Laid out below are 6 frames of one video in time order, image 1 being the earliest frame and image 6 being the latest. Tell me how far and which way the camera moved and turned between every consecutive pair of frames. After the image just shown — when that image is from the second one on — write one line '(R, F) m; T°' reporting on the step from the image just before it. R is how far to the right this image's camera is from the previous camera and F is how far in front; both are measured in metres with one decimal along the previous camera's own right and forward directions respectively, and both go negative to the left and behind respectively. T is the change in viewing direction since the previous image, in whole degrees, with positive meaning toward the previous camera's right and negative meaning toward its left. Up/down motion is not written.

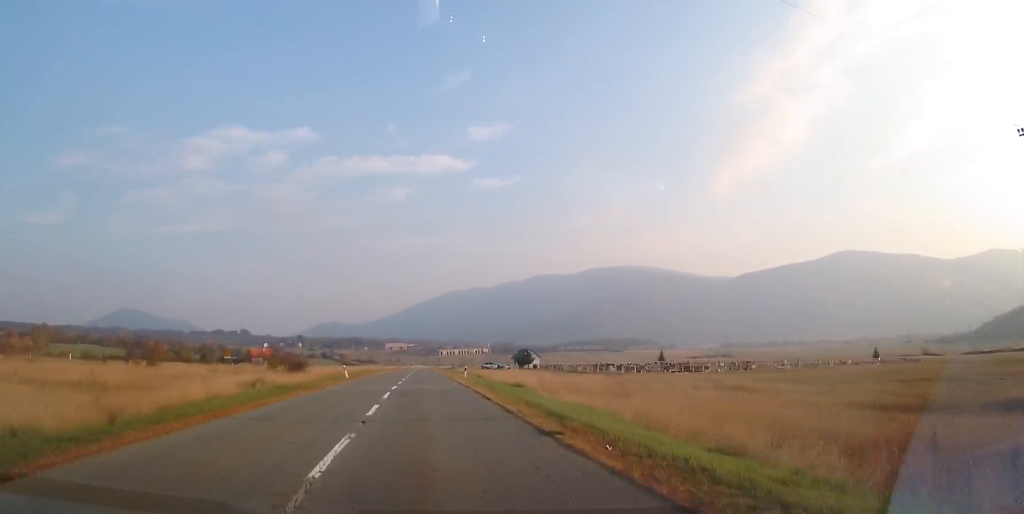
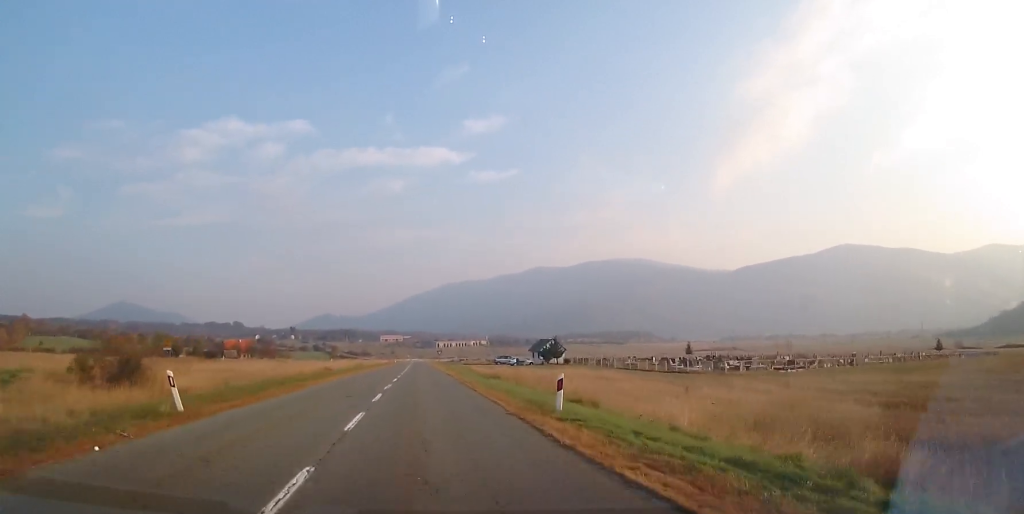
(-0.1, +30.0) m; +1°
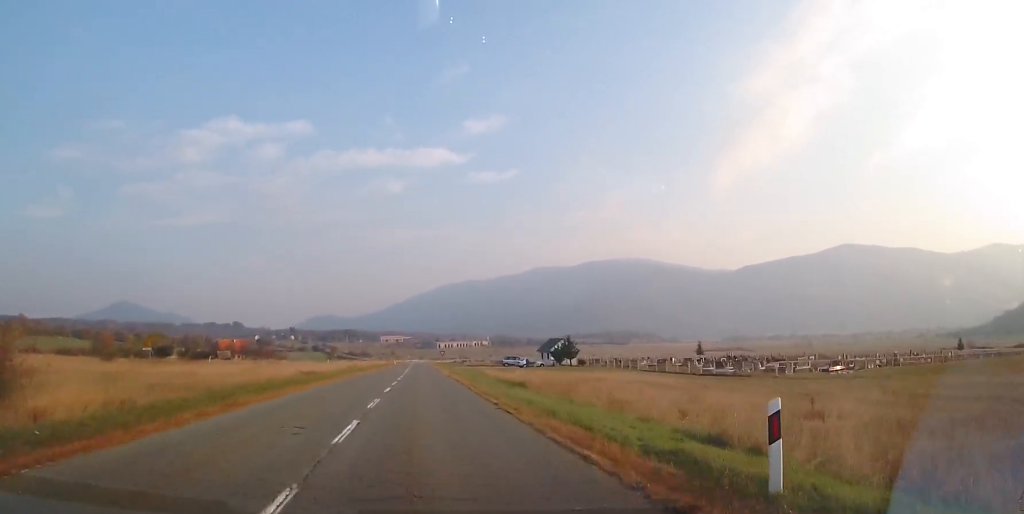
(+0.1, +8.3) m; 0°
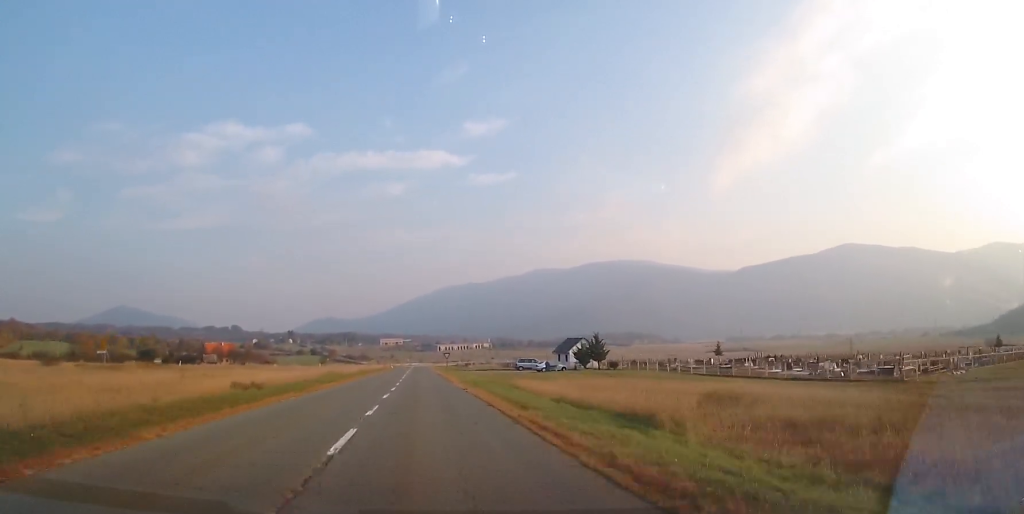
(-0.2, +14.2) m; 0°
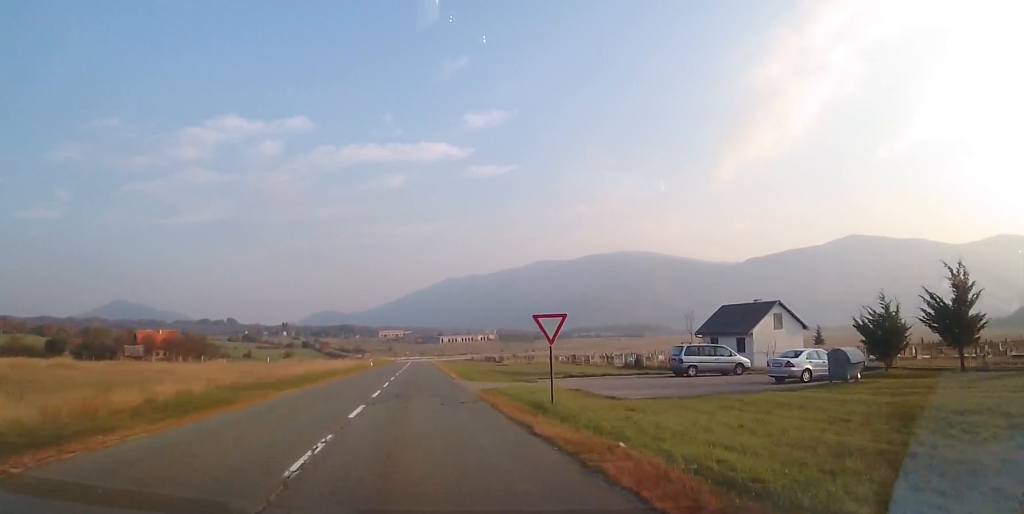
(-0.2, +54.2) m; 0°
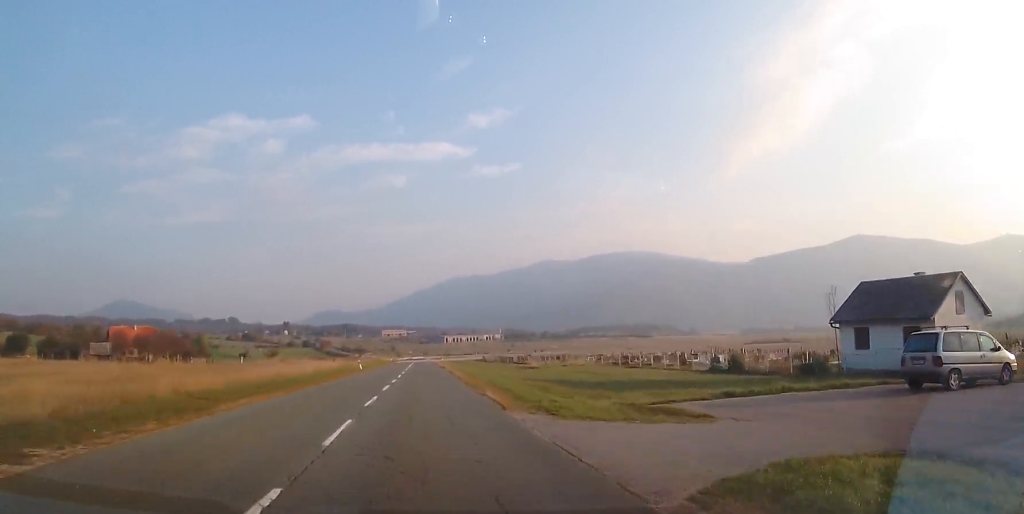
(0.0, +17.5) m; 0°
